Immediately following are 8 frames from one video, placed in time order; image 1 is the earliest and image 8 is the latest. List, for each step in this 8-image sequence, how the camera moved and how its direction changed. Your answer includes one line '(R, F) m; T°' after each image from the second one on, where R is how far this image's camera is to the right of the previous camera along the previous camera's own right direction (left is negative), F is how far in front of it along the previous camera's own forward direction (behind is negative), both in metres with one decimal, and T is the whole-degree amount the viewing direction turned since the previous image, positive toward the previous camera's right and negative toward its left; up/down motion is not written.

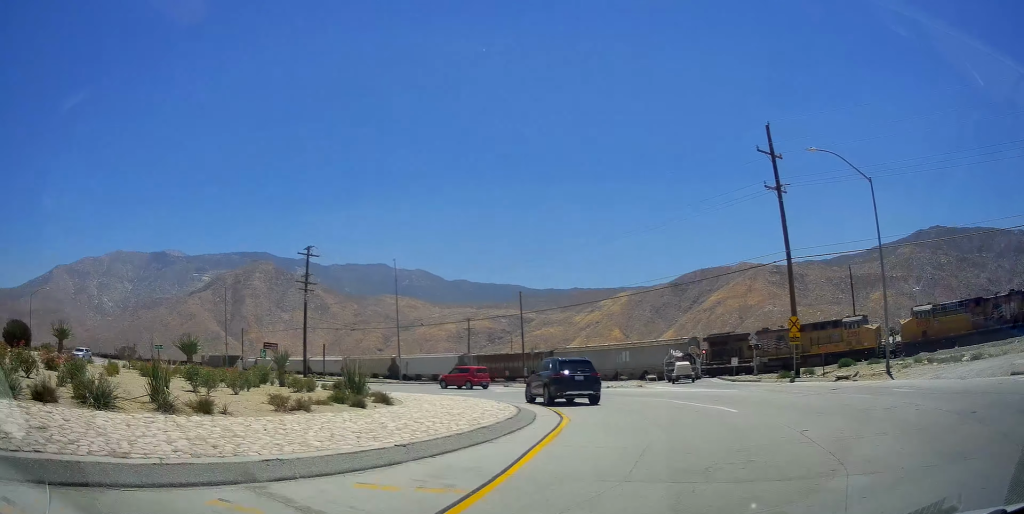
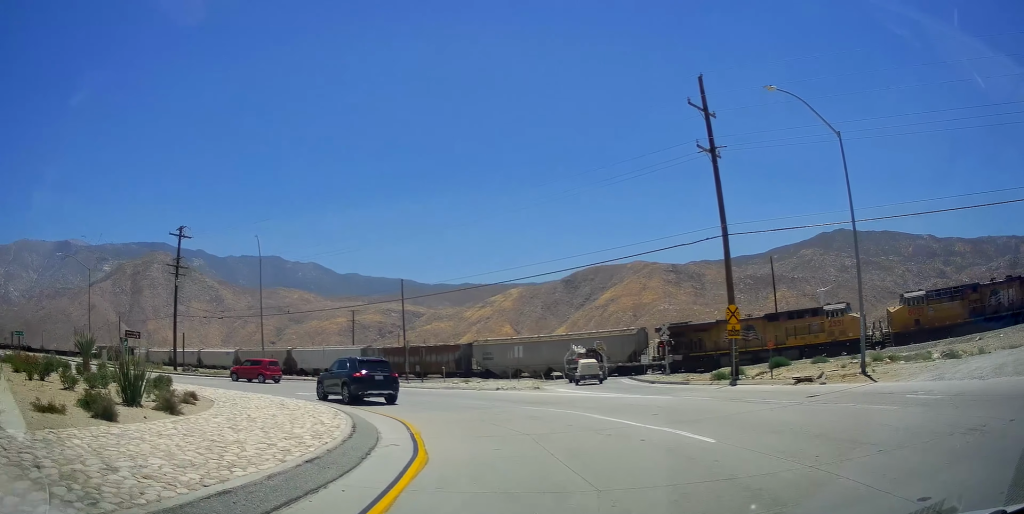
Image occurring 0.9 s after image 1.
(+0.1, +5.5) m; +3°
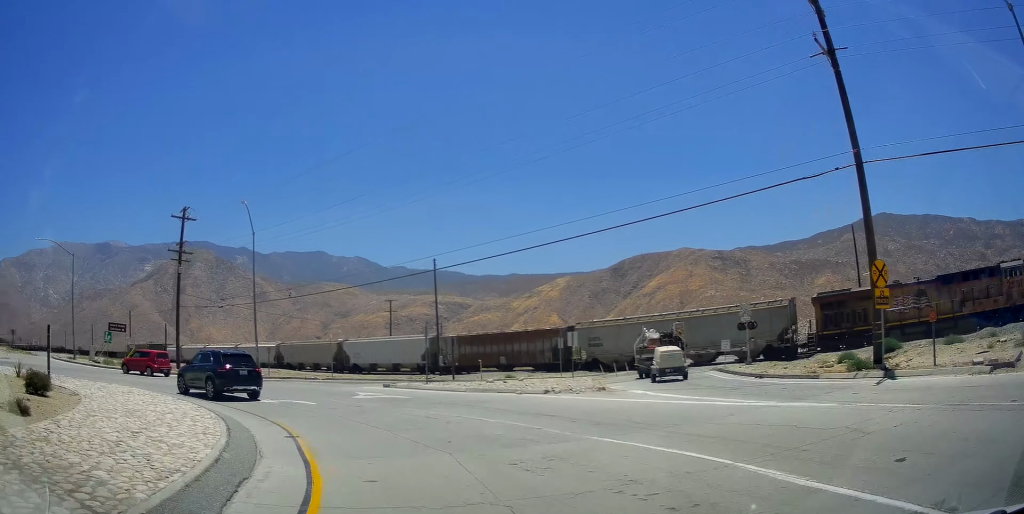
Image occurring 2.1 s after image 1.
(+0.3, +8.5) m; +3°
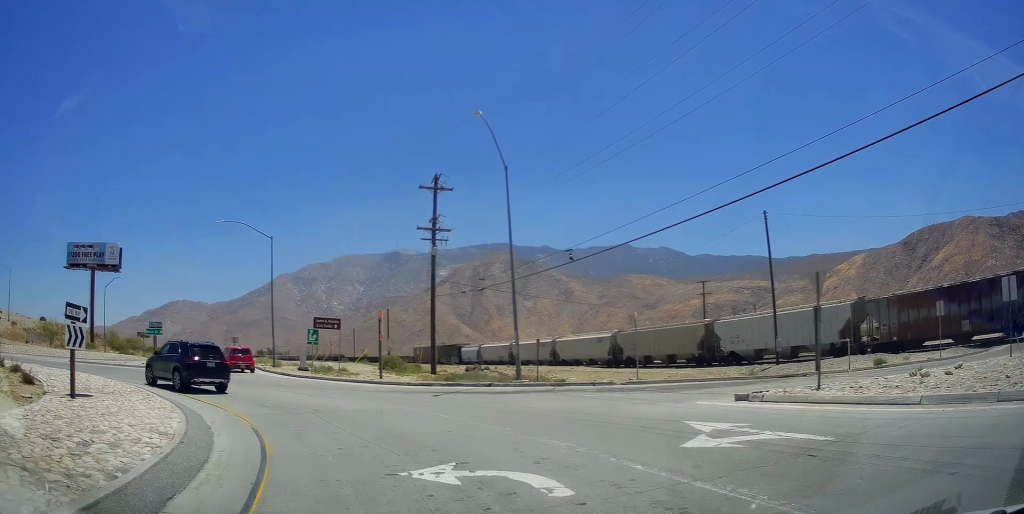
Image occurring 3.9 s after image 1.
(-0.1, +13.9) m; -13°
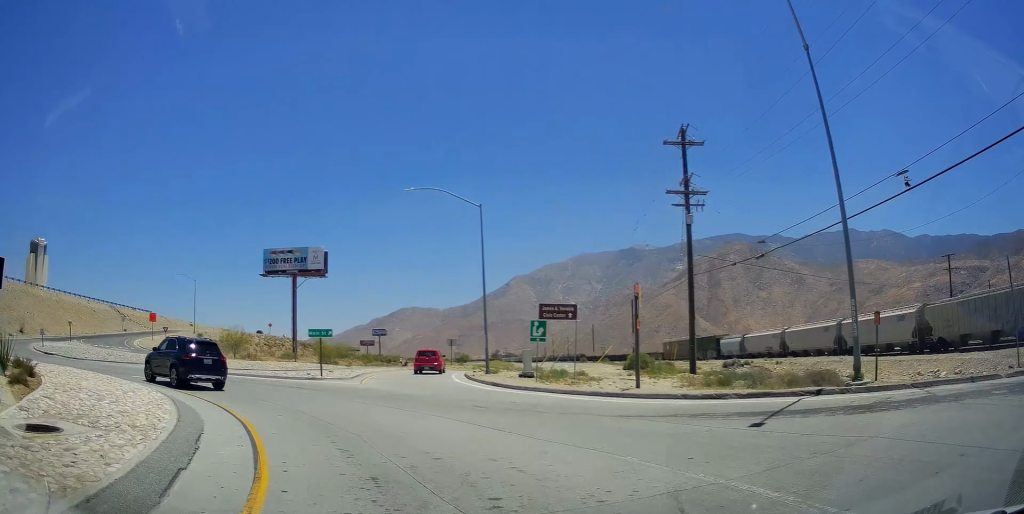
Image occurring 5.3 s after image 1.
(-2.2, +9.0) m; -26°
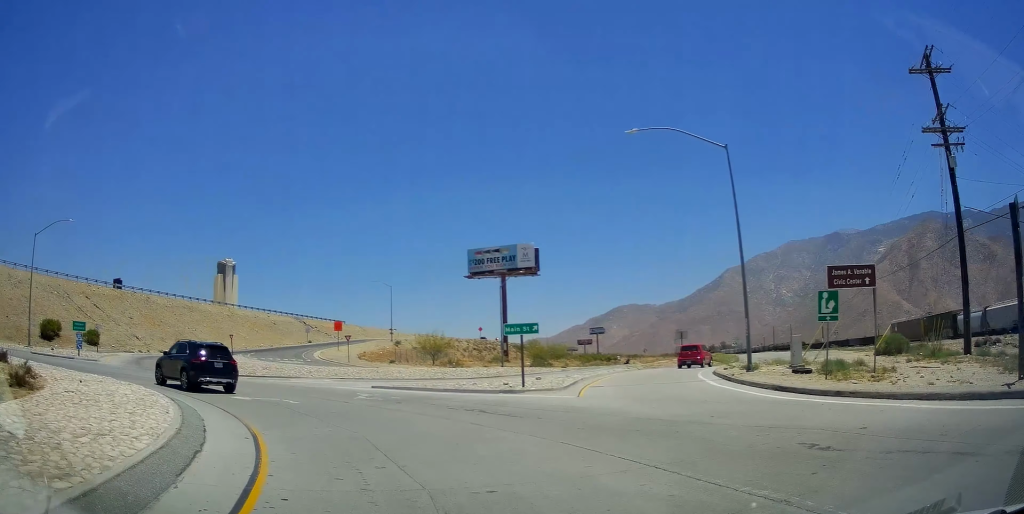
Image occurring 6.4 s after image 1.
(-1.2, +7.7) m; -23°
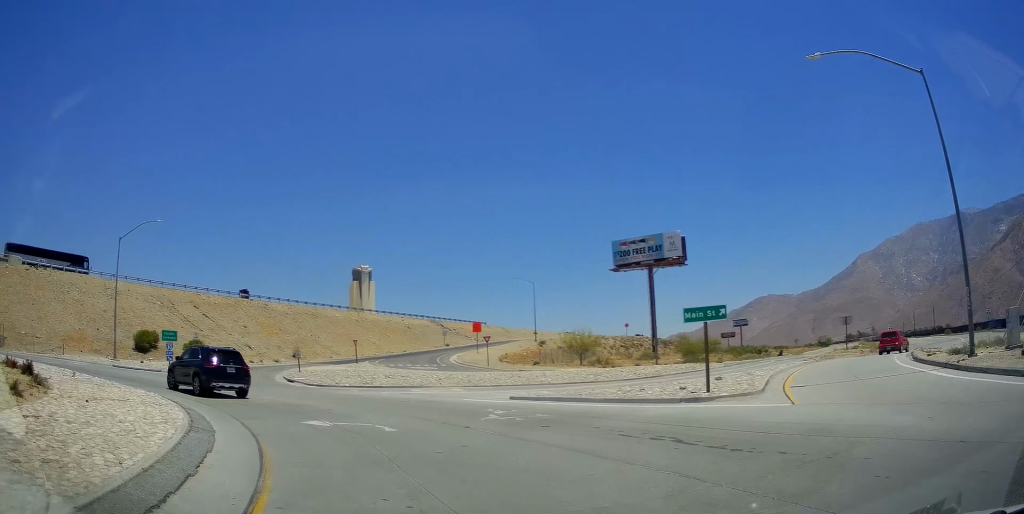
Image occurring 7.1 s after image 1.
(-1.2, +5.8) m; -14°
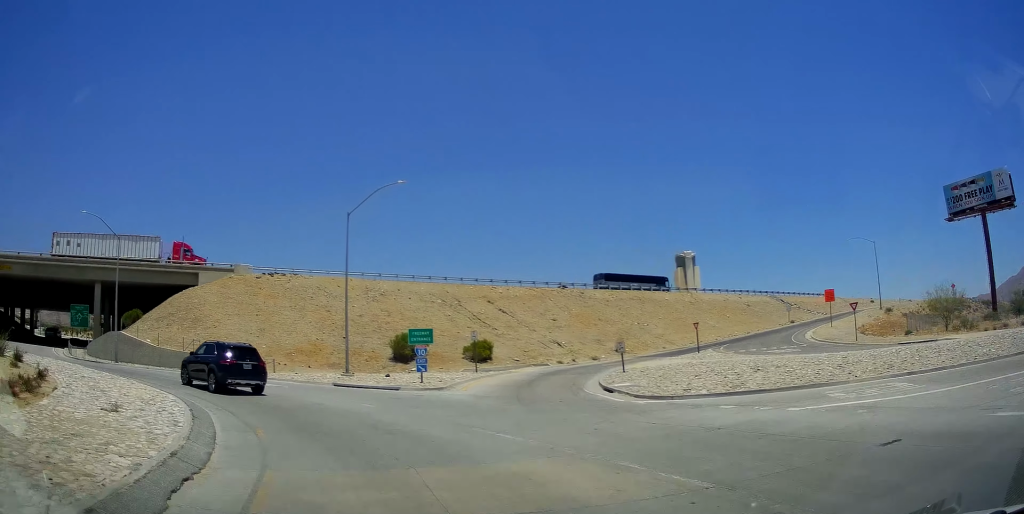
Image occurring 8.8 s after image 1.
(-3.1, +12.4) m; -40°
